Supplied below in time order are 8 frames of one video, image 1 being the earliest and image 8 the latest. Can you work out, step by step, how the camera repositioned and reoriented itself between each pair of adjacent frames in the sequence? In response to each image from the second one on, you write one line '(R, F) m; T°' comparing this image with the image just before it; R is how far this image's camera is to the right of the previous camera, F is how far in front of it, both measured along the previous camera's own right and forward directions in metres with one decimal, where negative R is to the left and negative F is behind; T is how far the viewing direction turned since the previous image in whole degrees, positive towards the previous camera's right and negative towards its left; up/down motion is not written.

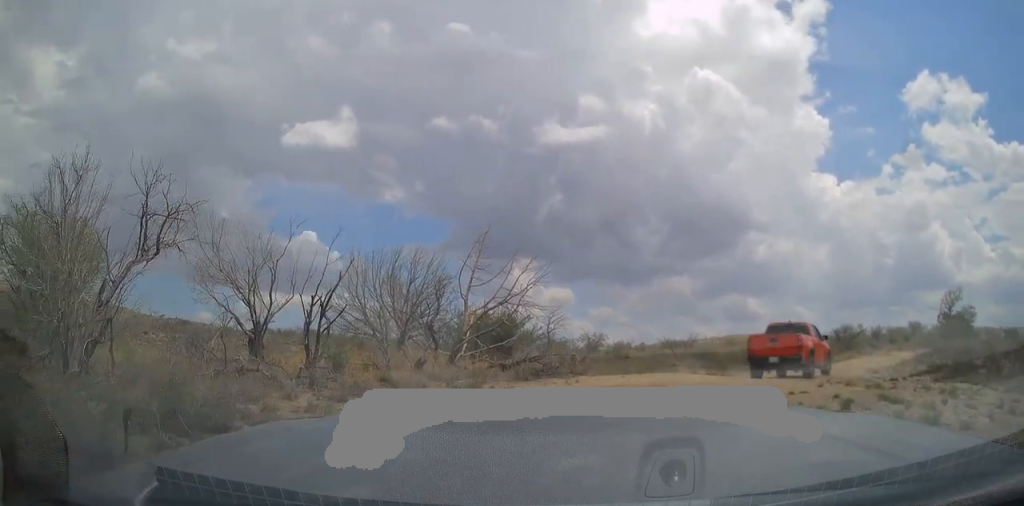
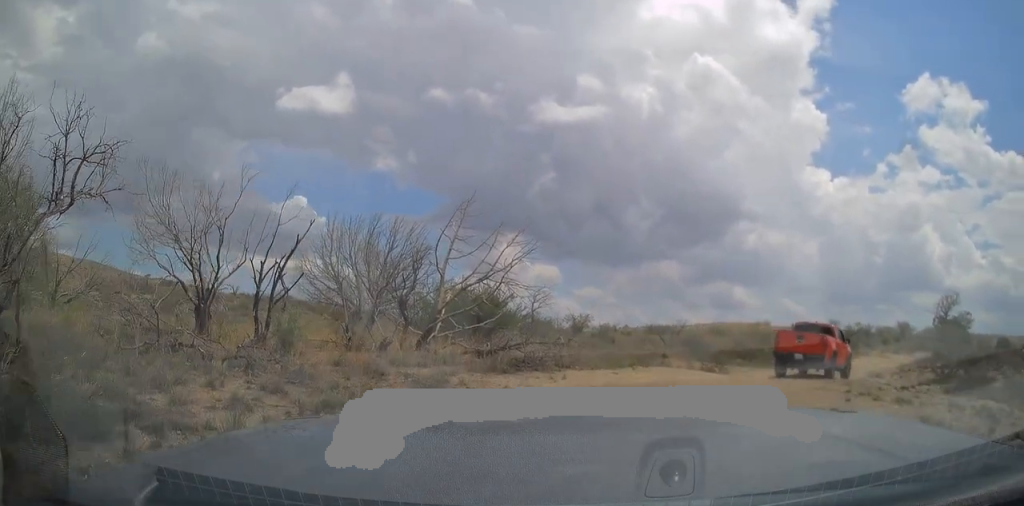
(0.0, +1.5) m; +3°
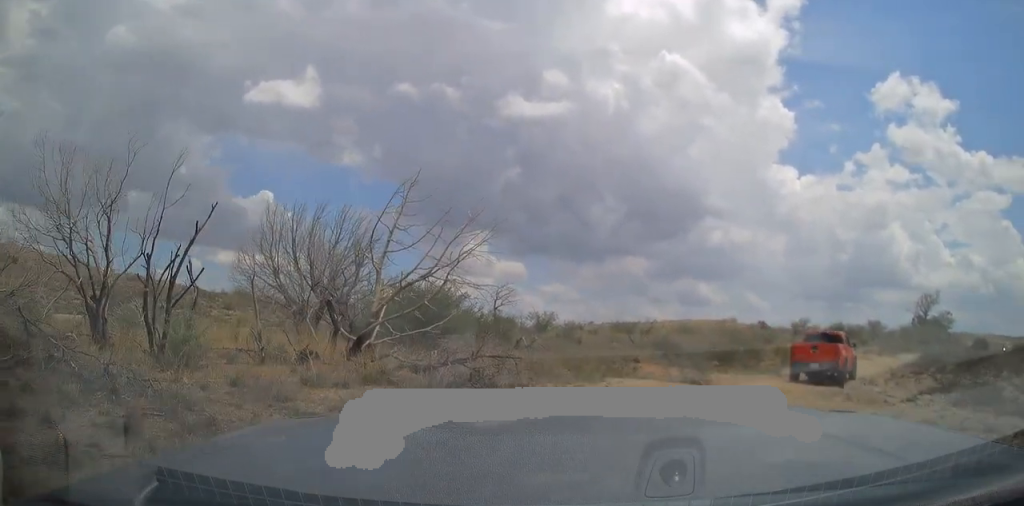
(+0.4, +2.0) m; +9°
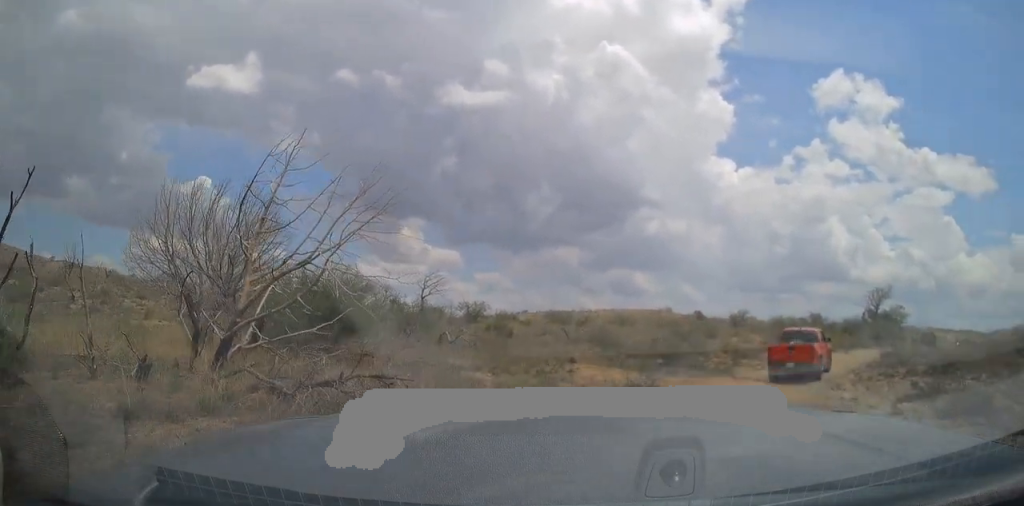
(-0.1, +2.6) m; +10°
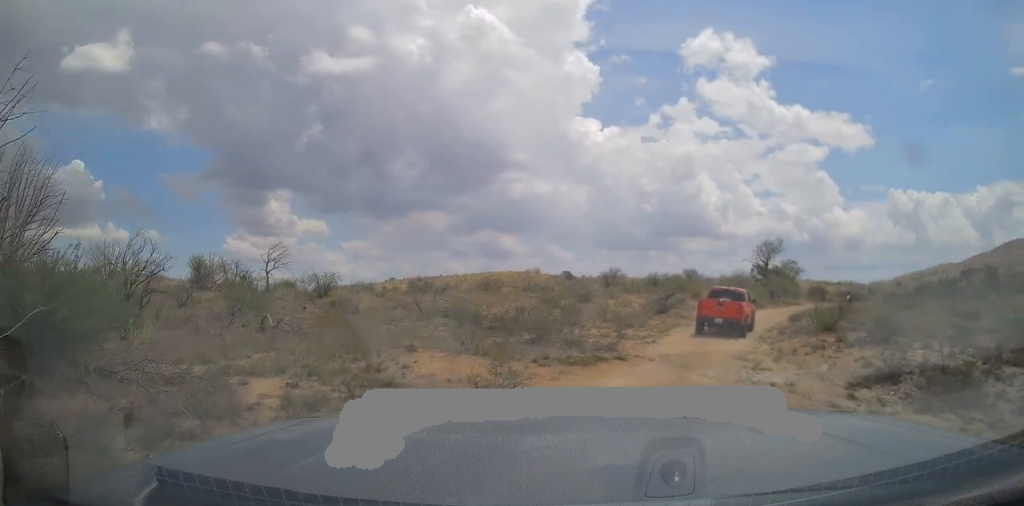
(+0.6, +4.8) m; +8°
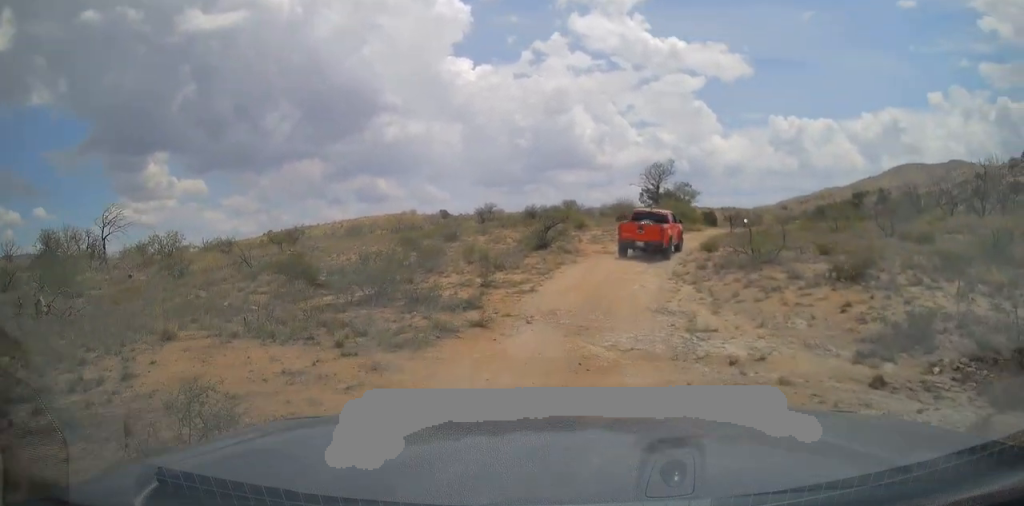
(+0.6, +5.1) m; +11°
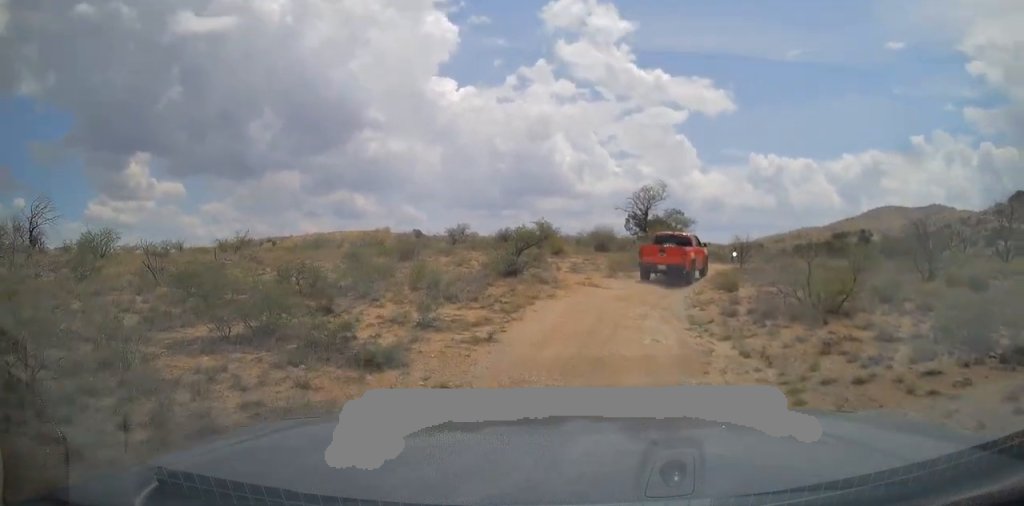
(-0.2, +5.3) m; +1°
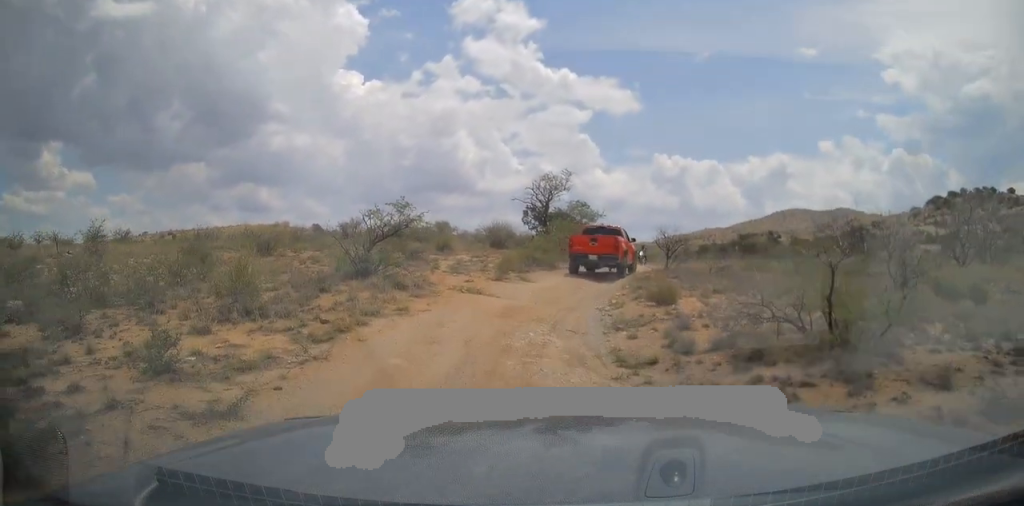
(+0.6, +5.3) m; +10°
